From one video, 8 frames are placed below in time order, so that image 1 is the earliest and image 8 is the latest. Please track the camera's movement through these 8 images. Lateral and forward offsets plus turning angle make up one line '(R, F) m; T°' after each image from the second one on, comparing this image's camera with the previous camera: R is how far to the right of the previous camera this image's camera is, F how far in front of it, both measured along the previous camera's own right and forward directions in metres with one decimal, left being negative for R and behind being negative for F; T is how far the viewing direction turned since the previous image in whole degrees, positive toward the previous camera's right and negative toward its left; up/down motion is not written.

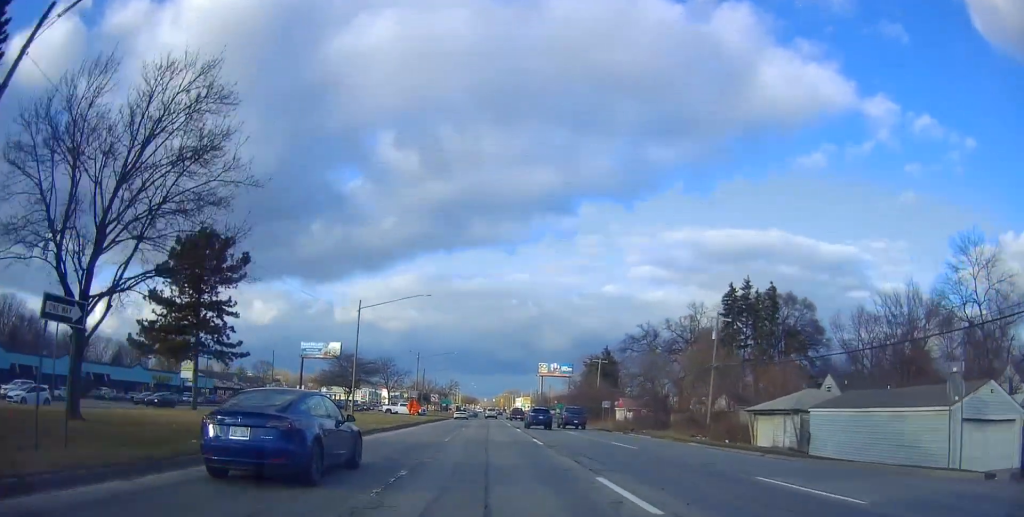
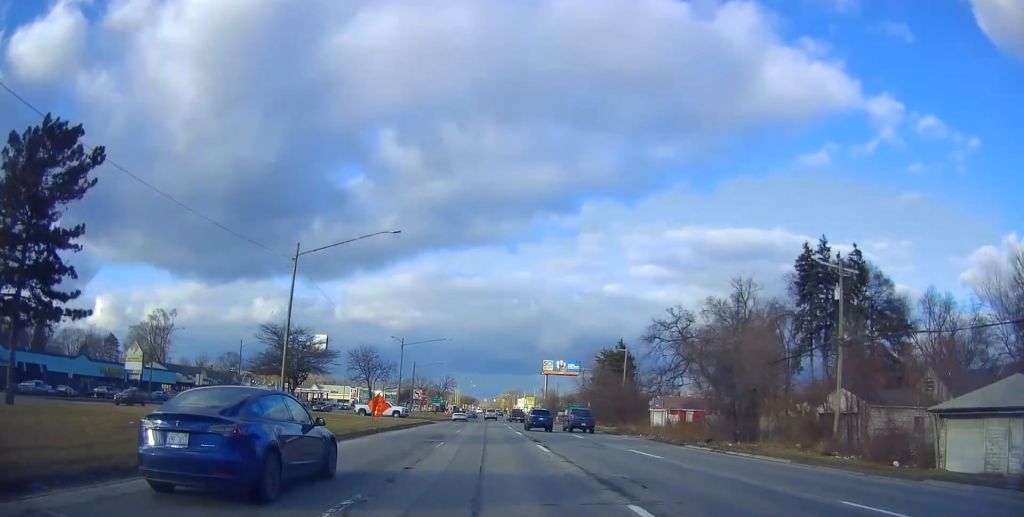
(+0.6, +18.7) m; +1°
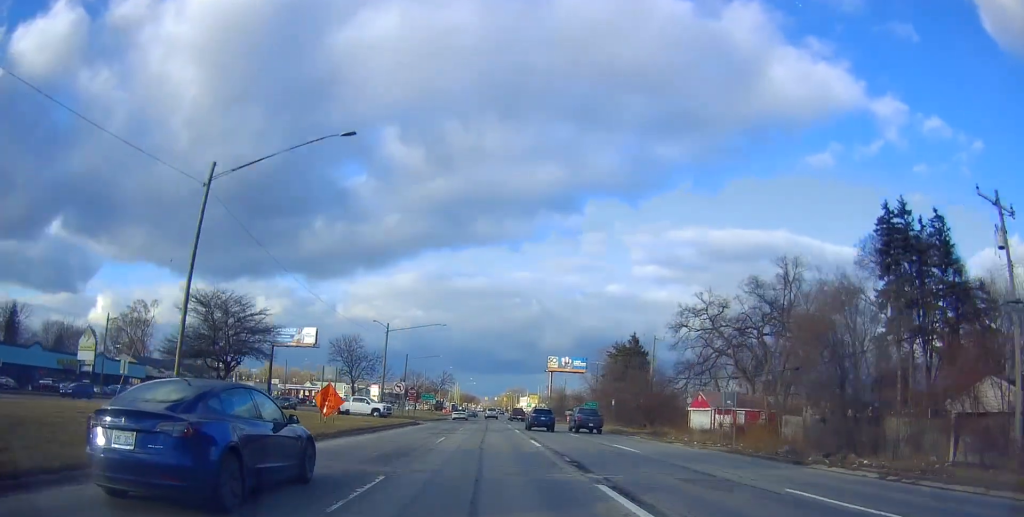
(-0.2, +12.8) m; 0°
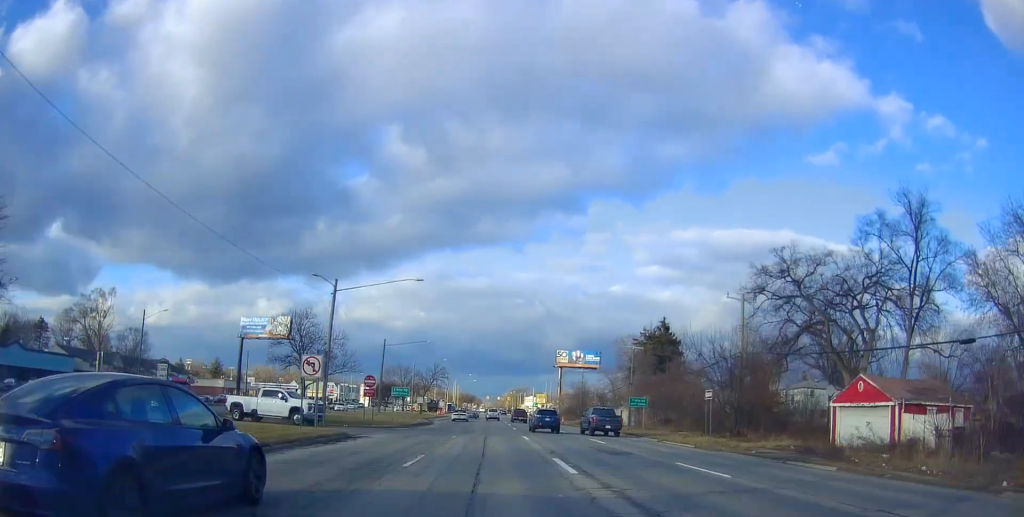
(0.0, +24.0) m; 0°
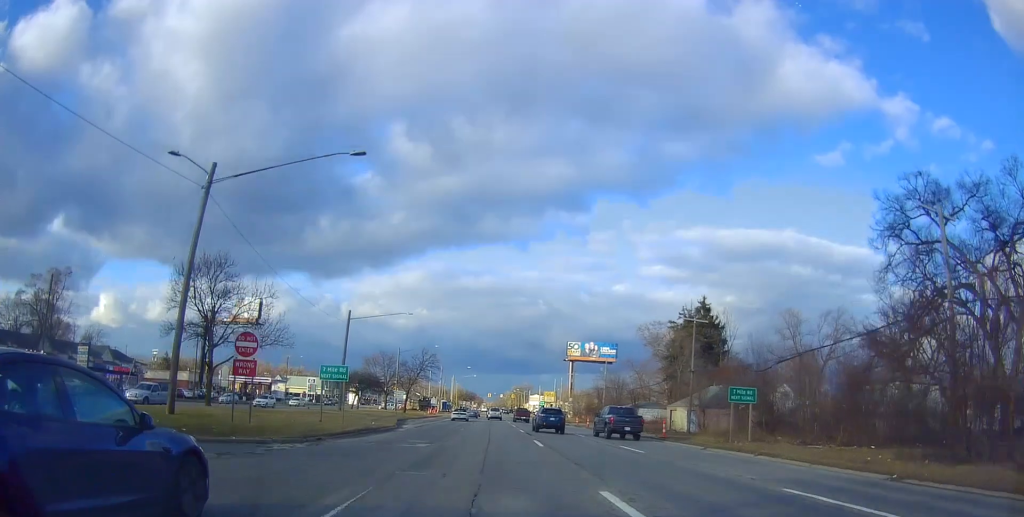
(-0.1, +22.3) m; -1°
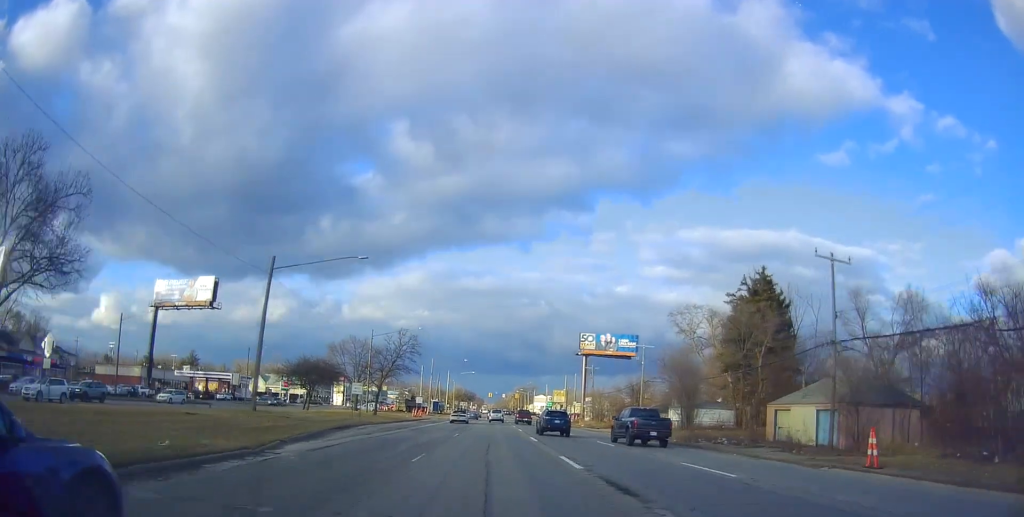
(-0.2, +23.1) m; 0°
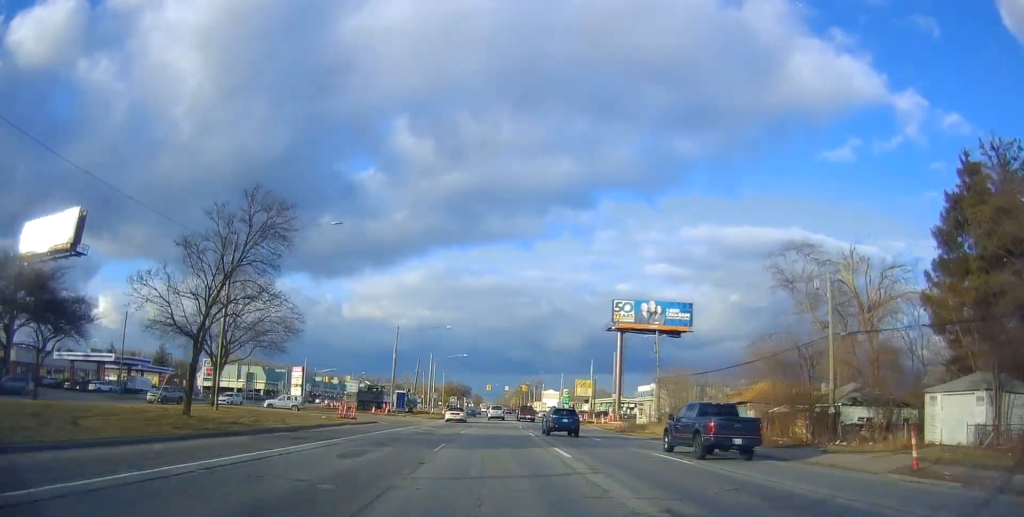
(-0.3, +42.2) m; -1°
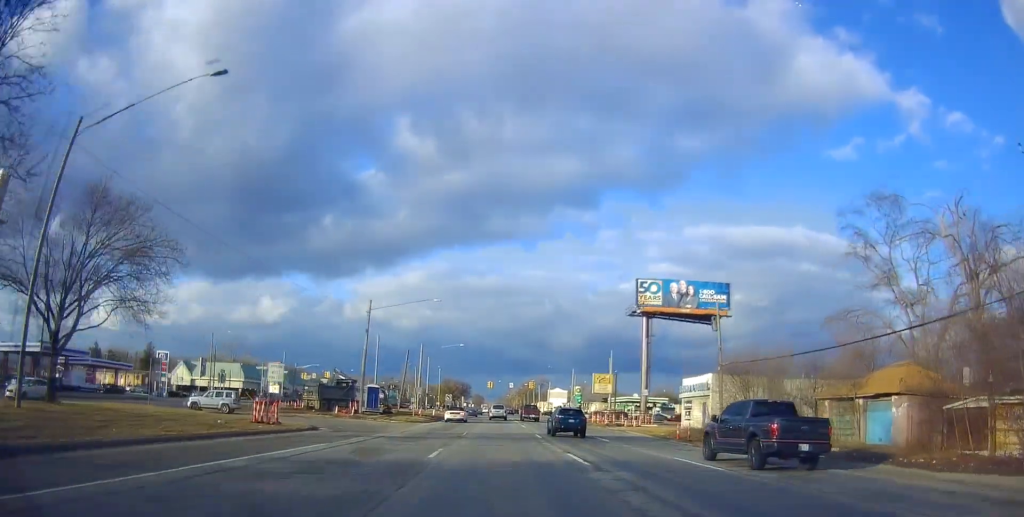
(+0.2, +17.5) m; +1°
